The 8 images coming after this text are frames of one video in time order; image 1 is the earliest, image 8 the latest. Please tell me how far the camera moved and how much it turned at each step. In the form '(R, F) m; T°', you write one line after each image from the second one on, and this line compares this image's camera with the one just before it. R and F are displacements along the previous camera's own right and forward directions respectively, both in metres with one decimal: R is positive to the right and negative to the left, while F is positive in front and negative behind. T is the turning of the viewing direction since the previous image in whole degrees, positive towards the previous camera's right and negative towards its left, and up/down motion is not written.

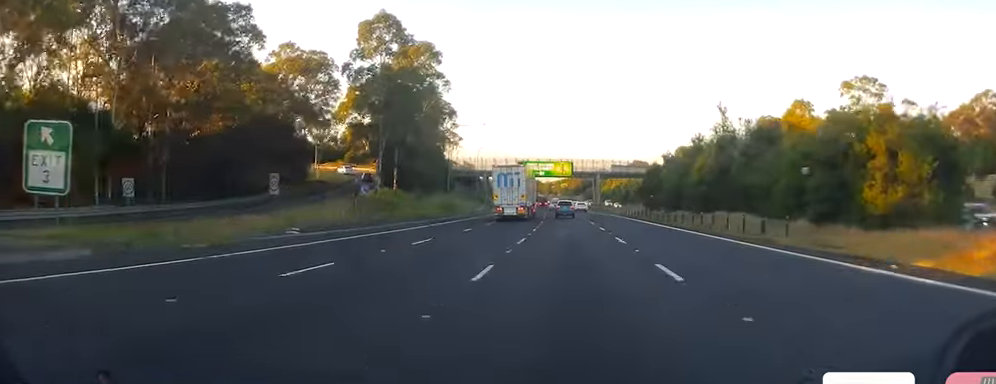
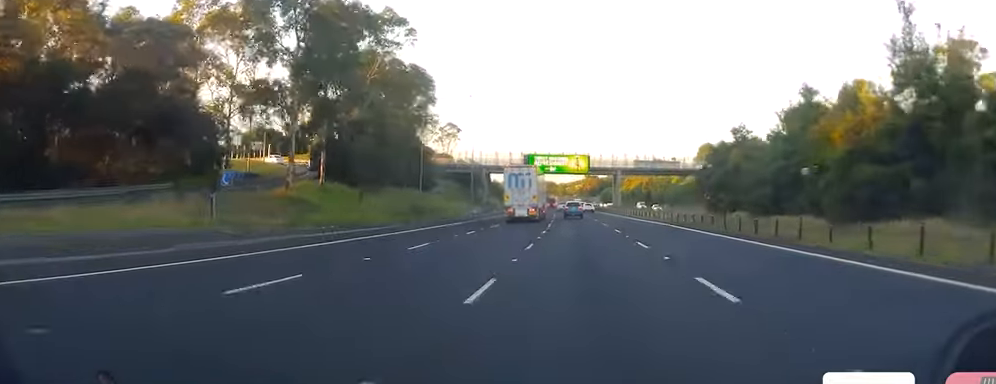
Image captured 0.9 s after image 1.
(-0.5, +27.5) m; -1°
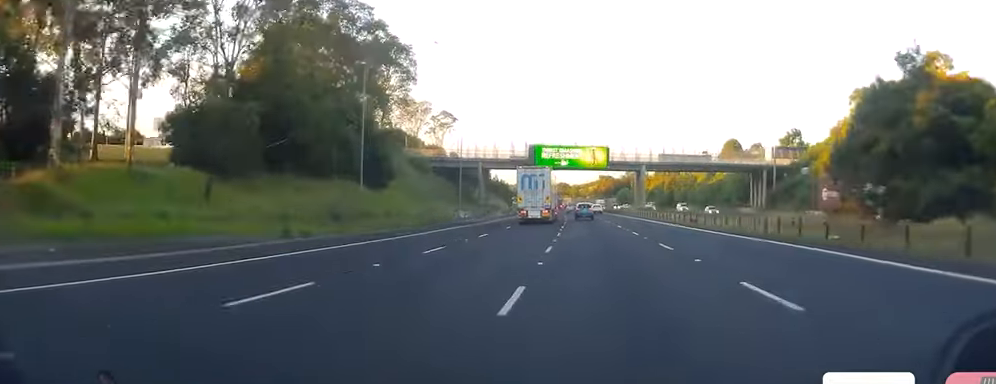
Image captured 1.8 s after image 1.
(-0.2, +25.2) m; -1°
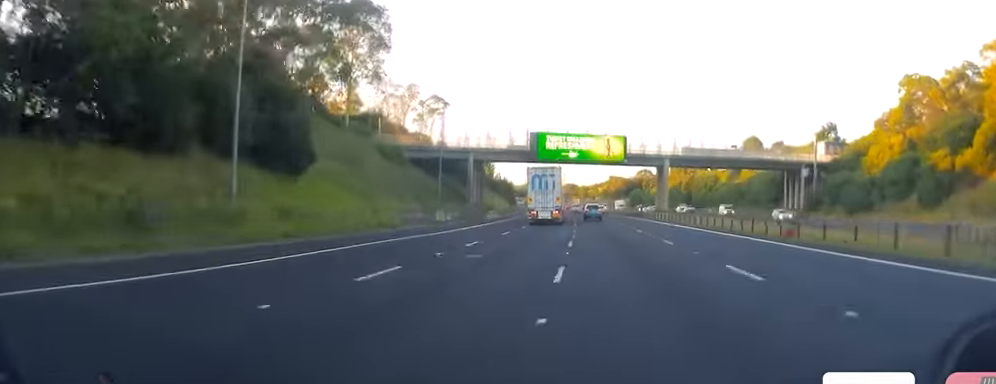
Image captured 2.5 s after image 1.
(-0.1, +20.1) m; 0°
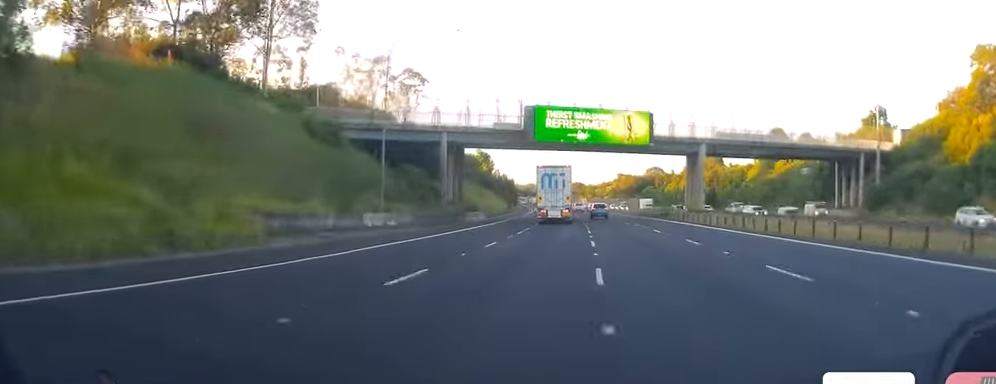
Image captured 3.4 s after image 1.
(-0.2, +24.6) m; 0°
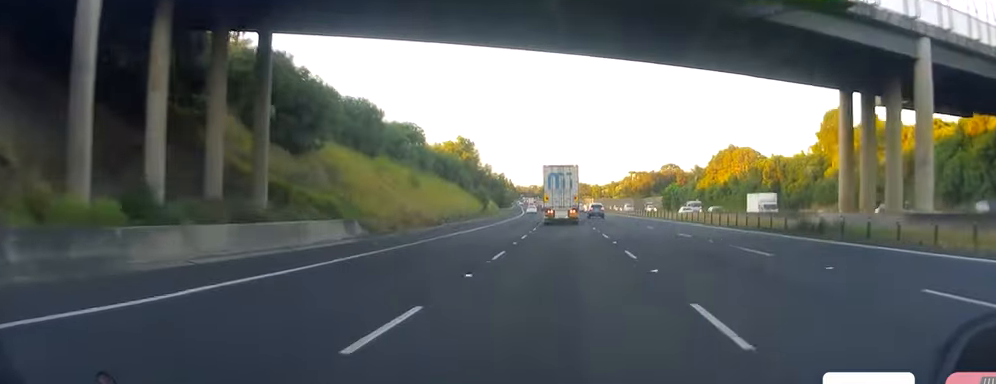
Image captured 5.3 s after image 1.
(-0.8, +53.6) m; -3°
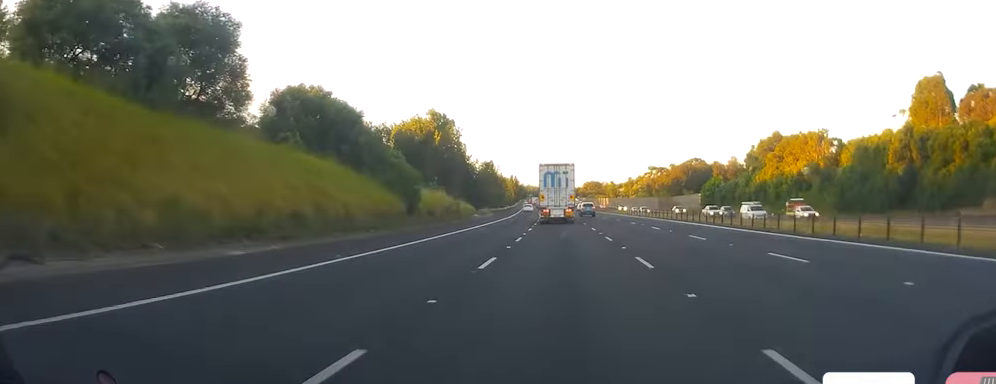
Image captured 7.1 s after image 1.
(+0.6, +51.2) m; +1°
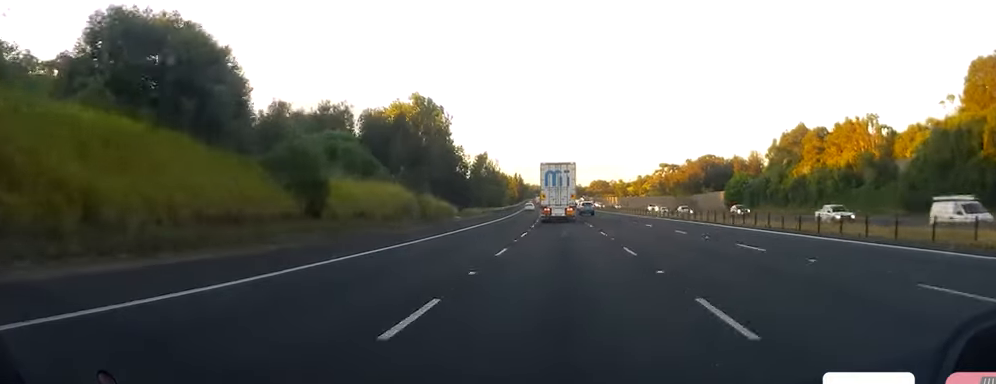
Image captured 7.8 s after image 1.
(-0.1, +20.4) m; -1°
